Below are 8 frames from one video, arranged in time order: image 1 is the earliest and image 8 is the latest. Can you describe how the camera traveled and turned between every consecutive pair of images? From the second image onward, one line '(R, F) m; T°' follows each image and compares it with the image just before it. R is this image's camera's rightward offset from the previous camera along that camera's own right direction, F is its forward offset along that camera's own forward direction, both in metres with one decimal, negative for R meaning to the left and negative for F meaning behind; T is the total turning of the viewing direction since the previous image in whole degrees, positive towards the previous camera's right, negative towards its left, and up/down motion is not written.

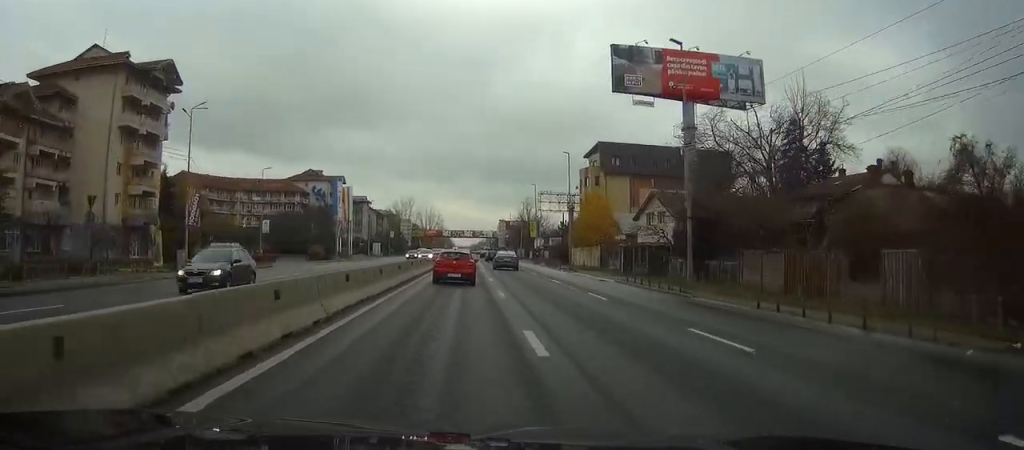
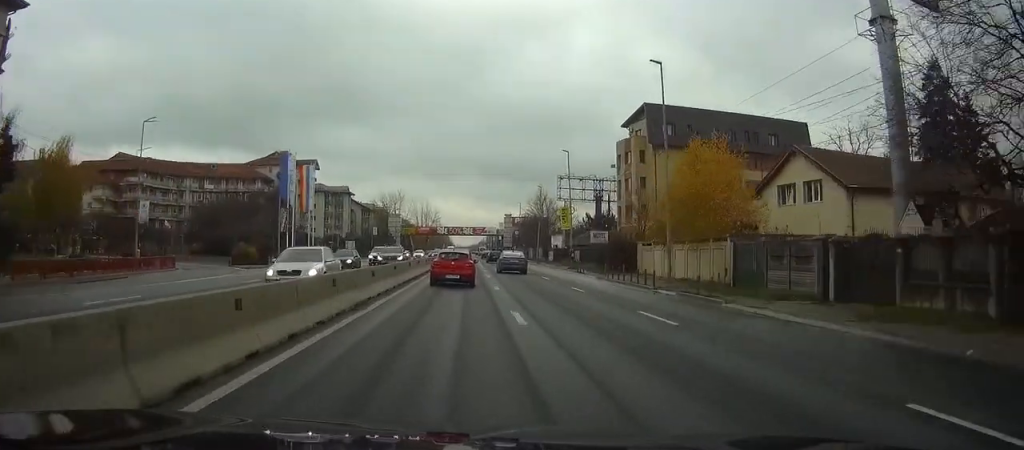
(-0.1, +32.1) m; 0°
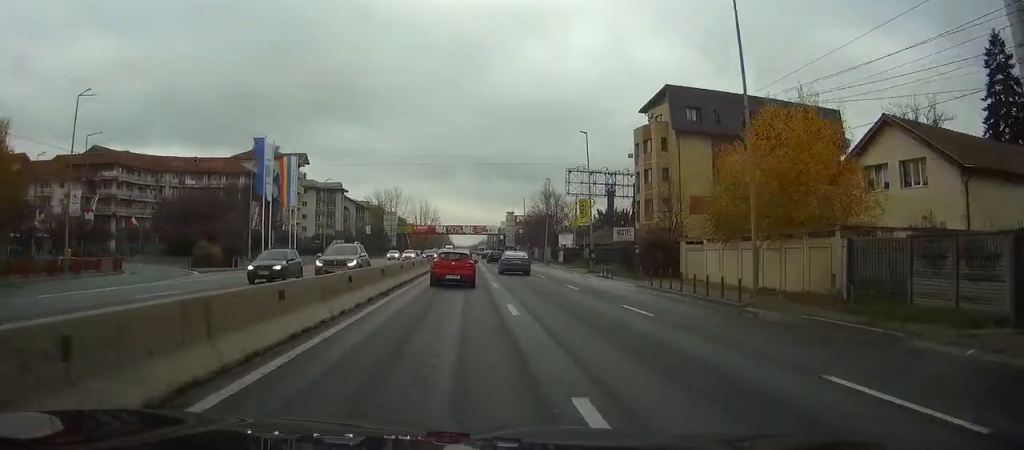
(+0.1, +10.1) m; 0°
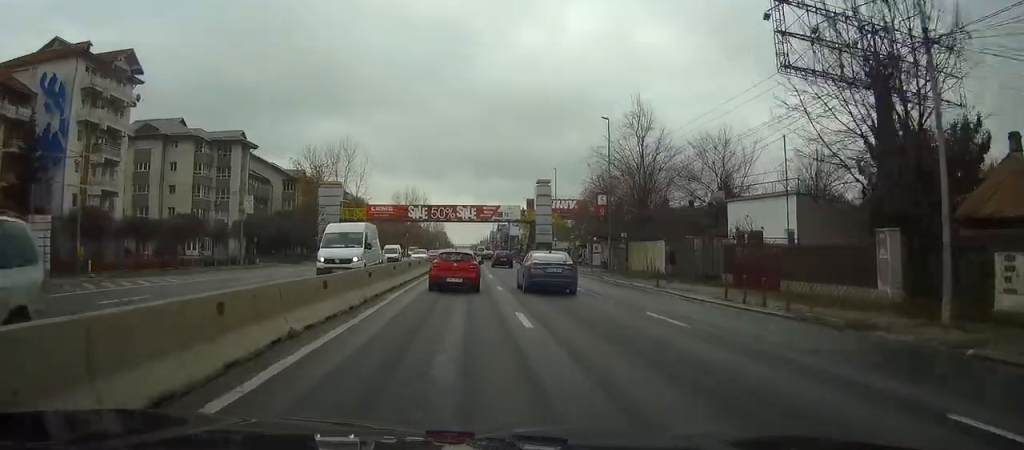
(0.0, +75.3) m; 0°
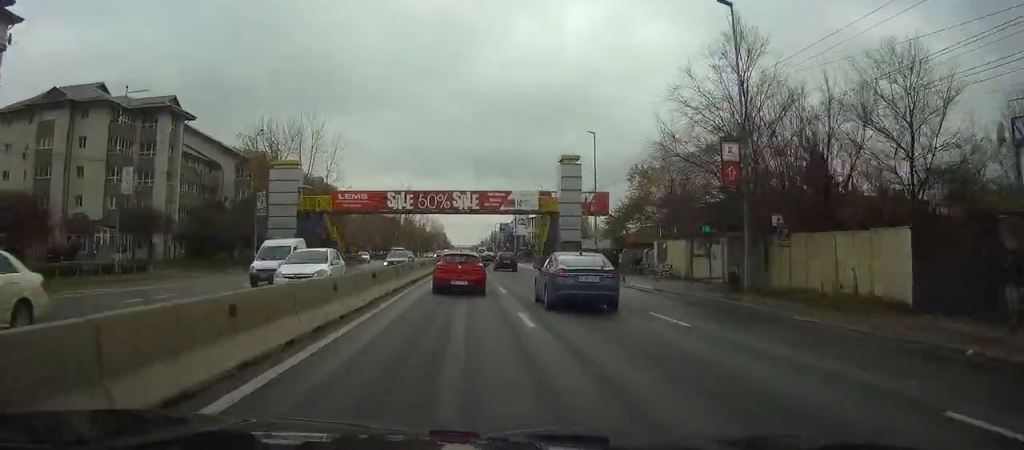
(+0.1, +24.0) m; 0°
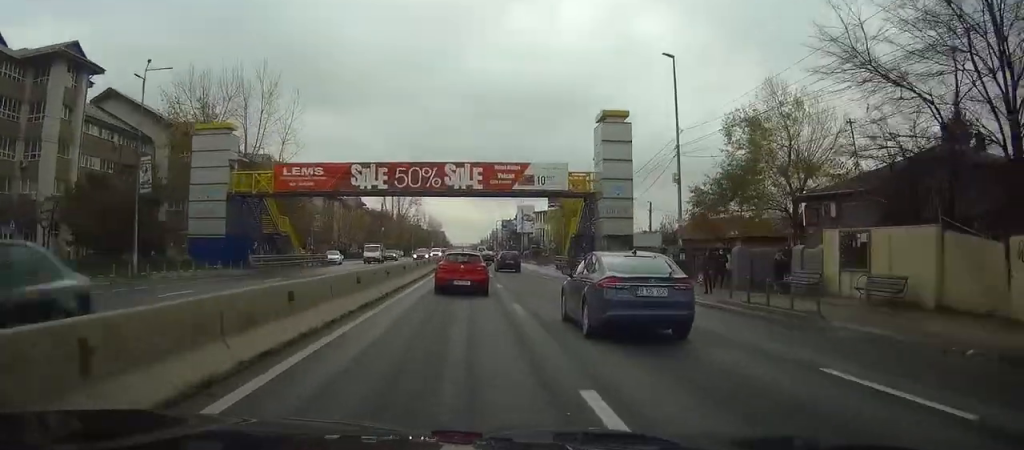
(0.0, +21.5) m; 0°
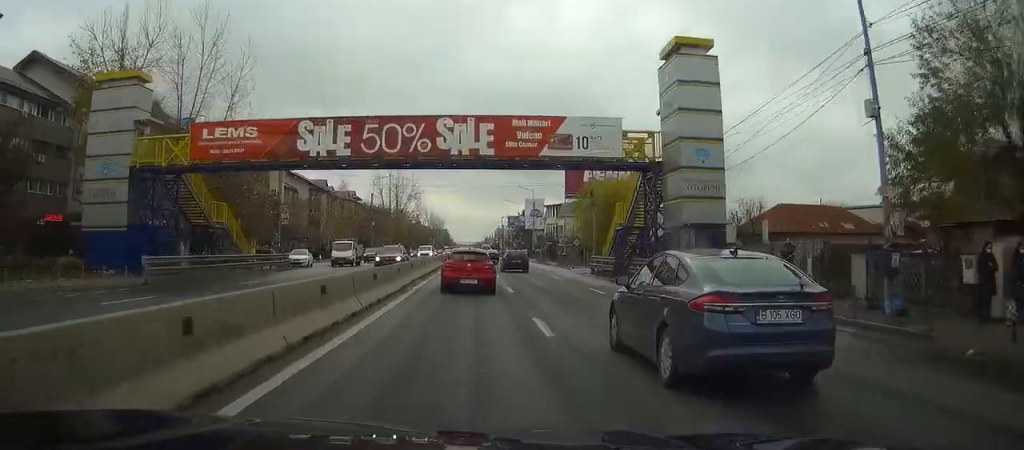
(0.0, +16.5) m; 0°
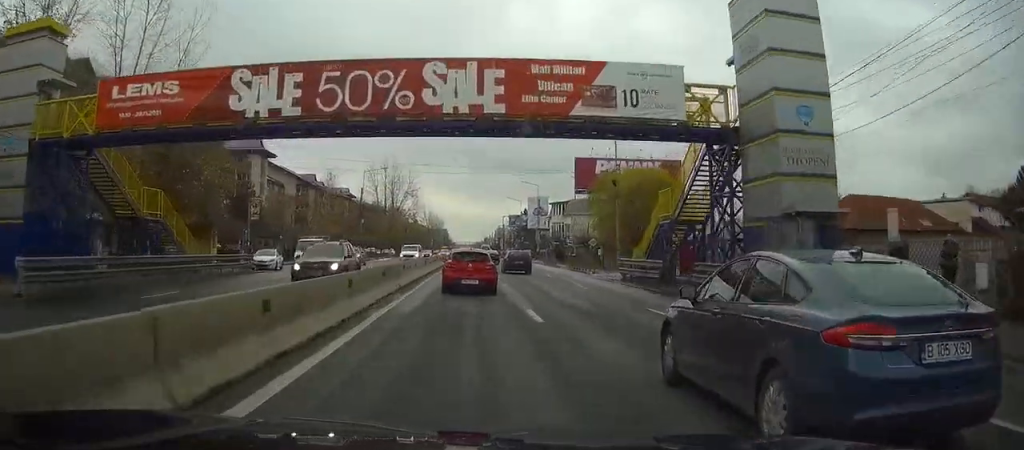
(0.0, +9.8) m; 0°
